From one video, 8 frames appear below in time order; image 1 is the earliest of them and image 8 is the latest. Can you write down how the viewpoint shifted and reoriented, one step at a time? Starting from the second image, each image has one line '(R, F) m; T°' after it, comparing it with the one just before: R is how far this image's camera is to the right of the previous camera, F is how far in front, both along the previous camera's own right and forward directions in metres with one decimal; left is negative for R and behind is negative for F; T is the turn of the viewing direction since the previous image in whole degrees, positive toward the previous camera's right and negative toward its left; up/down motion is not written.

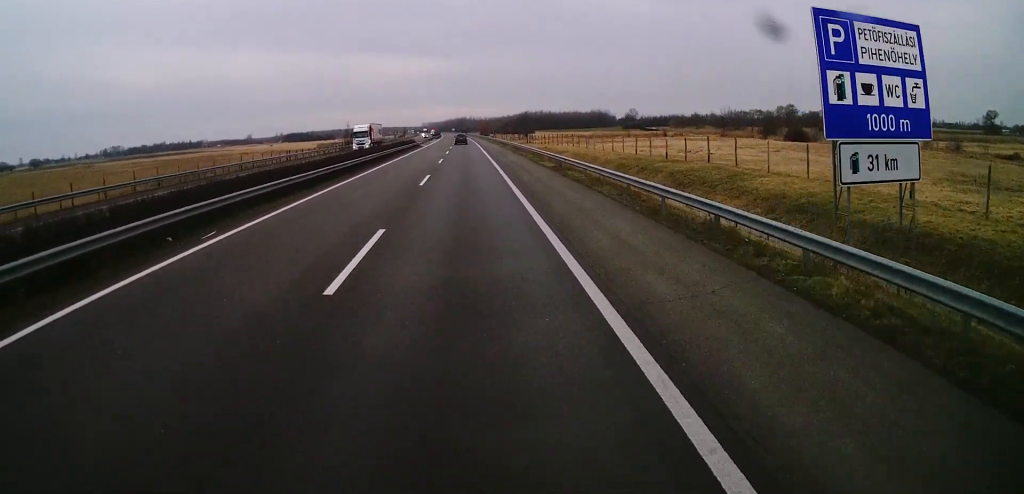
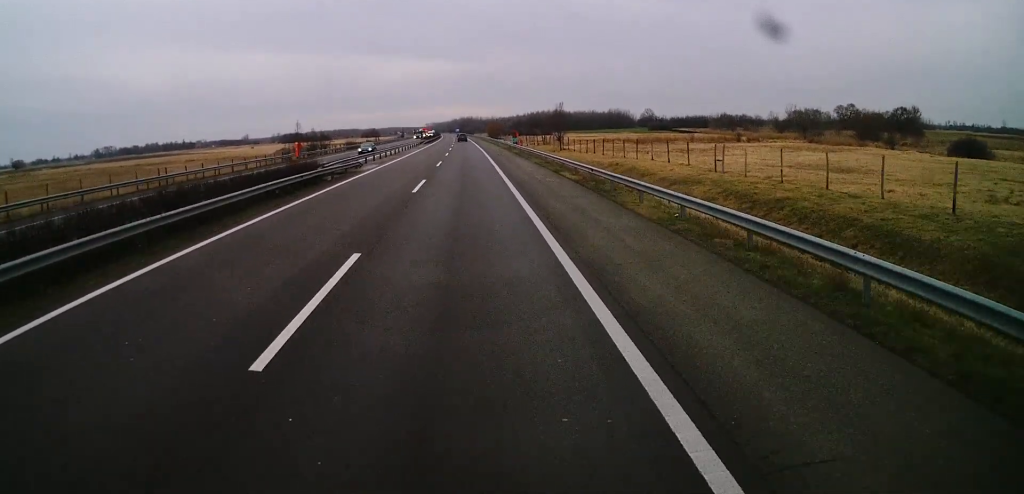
(-0.6, +62.5) m; -1°
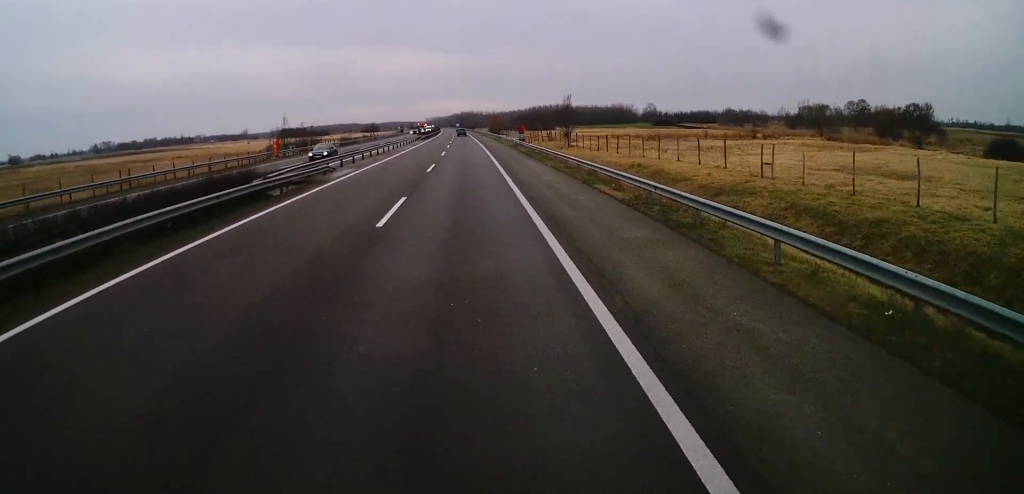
(0.0, +8.8) m; 0°
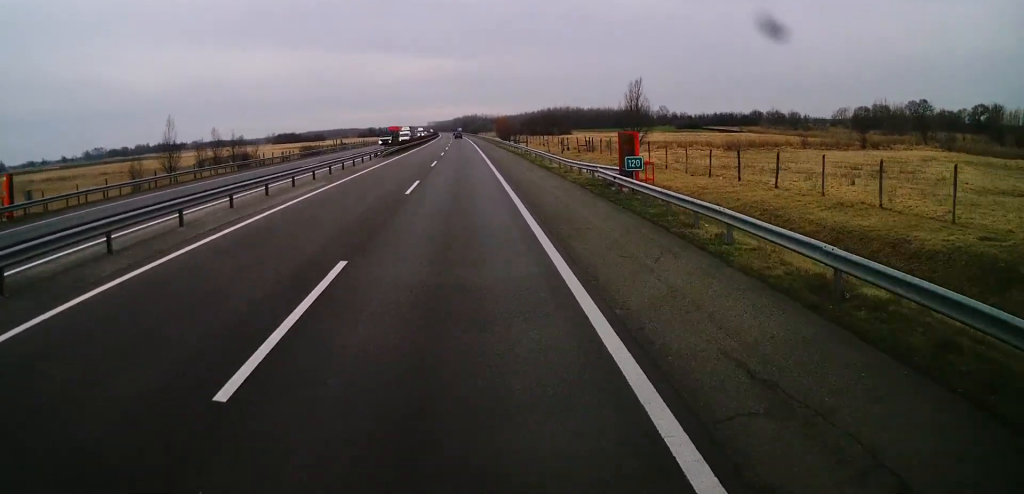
(-0.1, +44.6) m; 0°
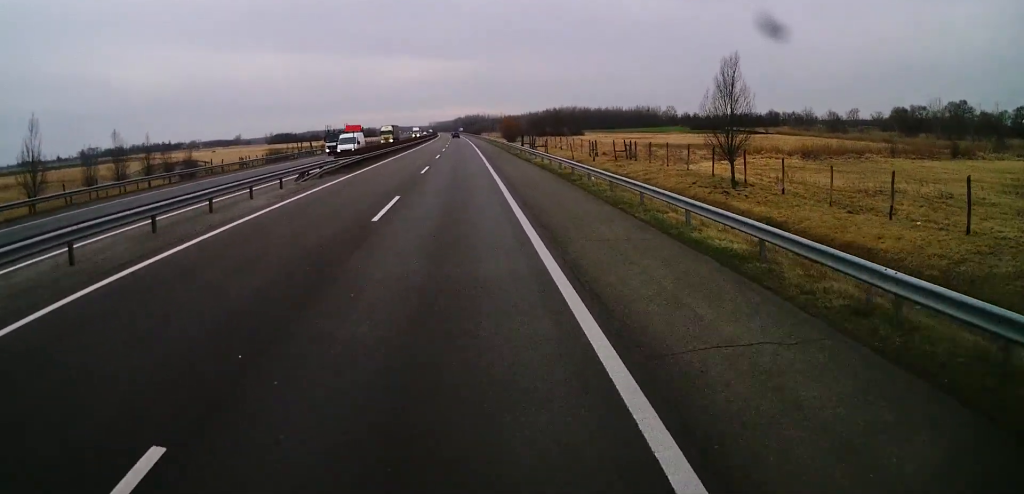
(-0.1, +26.2) m; 0°
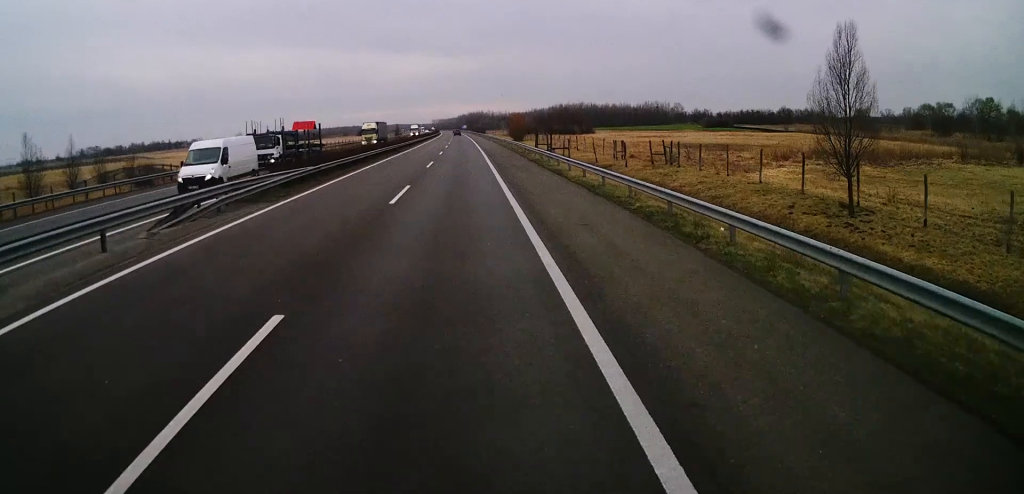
(0.0, +15.9) m; 0°
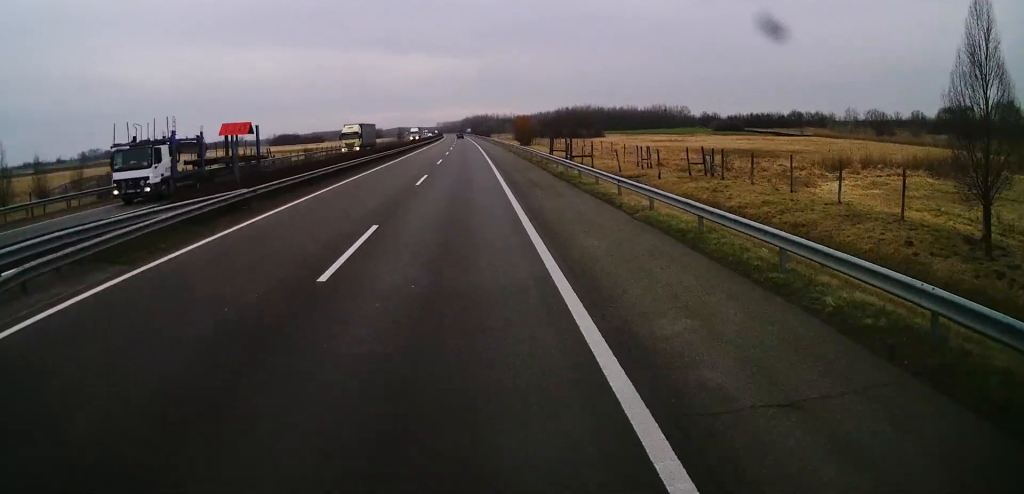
(0.0, +11.3) m; 0°
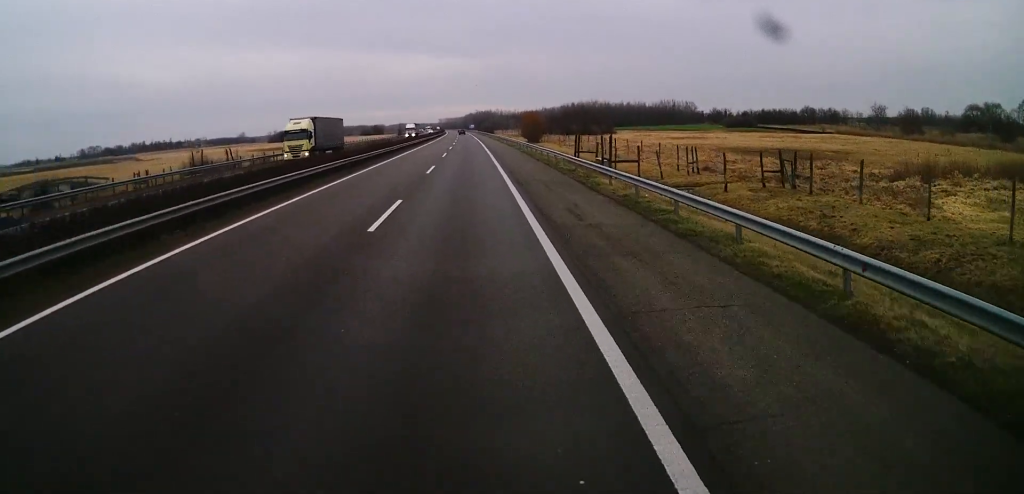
(0.0, +14.4) m; 0°
